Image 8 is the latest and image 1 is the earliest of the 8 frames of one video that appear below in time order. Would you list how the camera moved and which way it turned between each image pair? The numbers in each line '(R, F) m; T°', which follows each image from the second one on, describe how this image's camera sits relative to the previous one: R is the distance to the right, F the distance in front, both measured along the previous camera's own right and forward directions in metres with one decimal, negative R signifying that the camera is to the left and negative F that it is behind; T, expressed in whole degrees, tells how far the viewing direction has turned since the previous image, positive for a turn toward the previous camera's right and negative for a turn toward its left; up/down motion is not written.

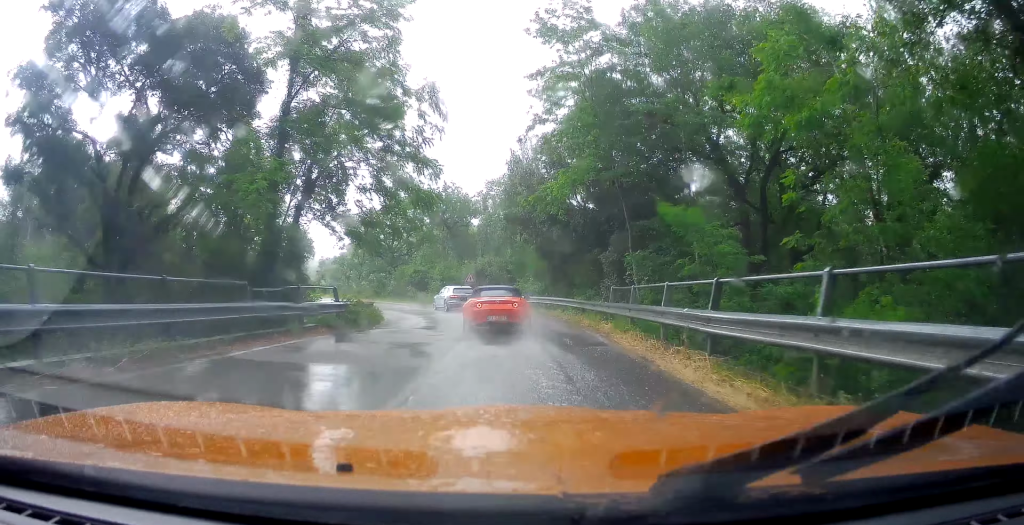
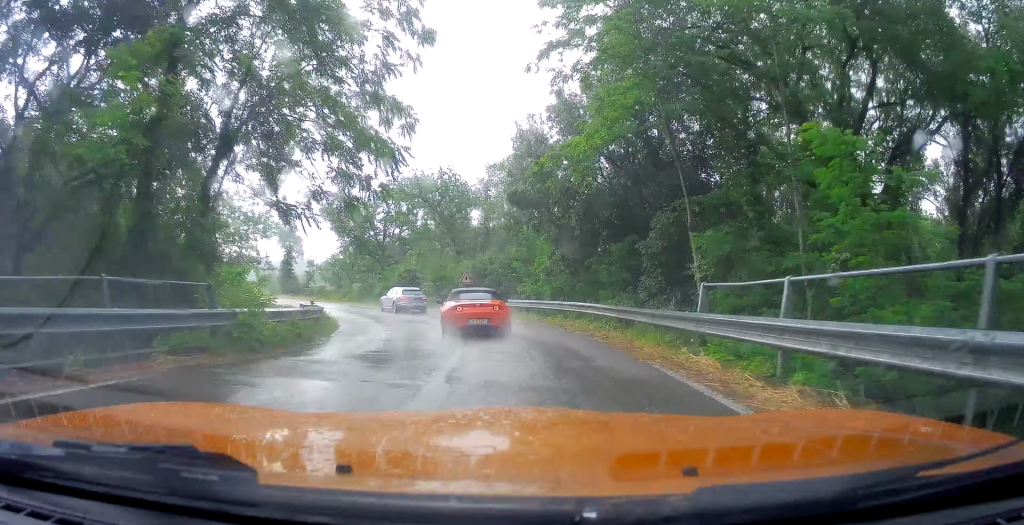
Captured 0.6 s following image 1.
(+1.1, +7.5) m; +1°
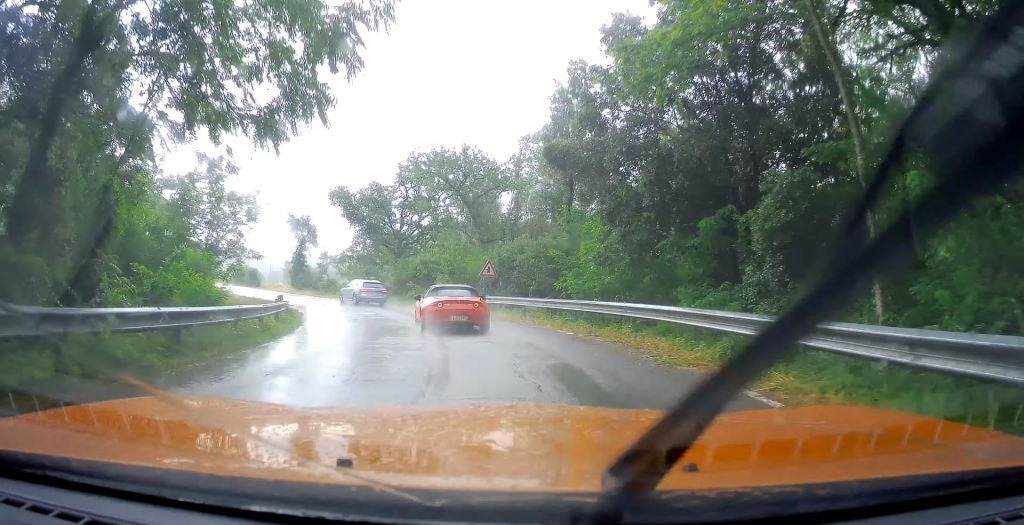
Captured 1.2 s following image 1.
(-0.2, +7.6) m; -6°
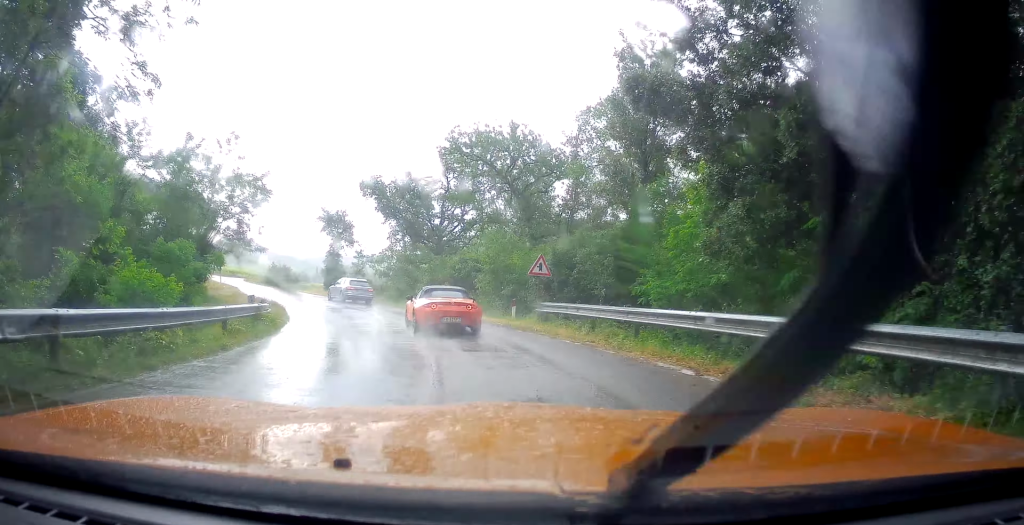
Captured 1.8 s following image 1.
(0.0, +6.7) m; -9°
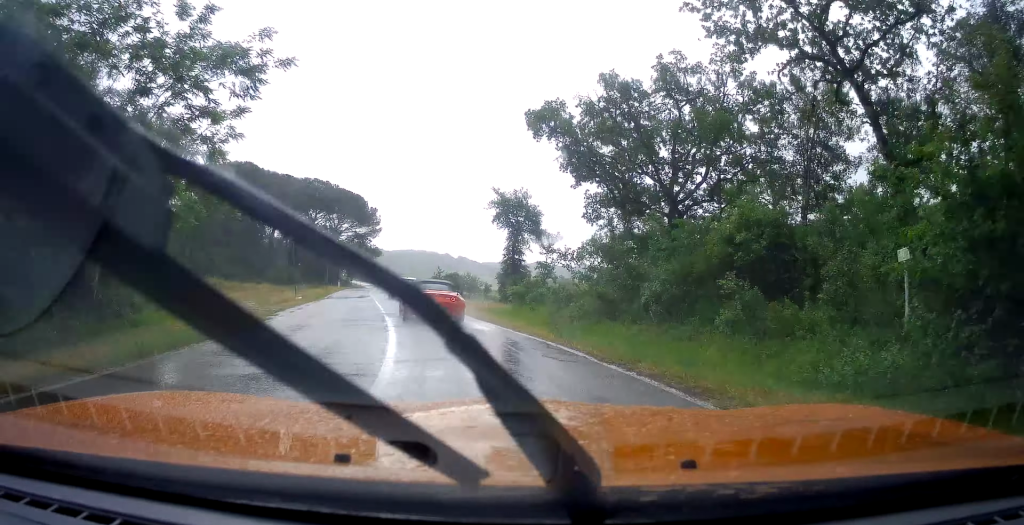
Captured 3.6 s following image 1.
(-5.2, +22.0) m; -22°
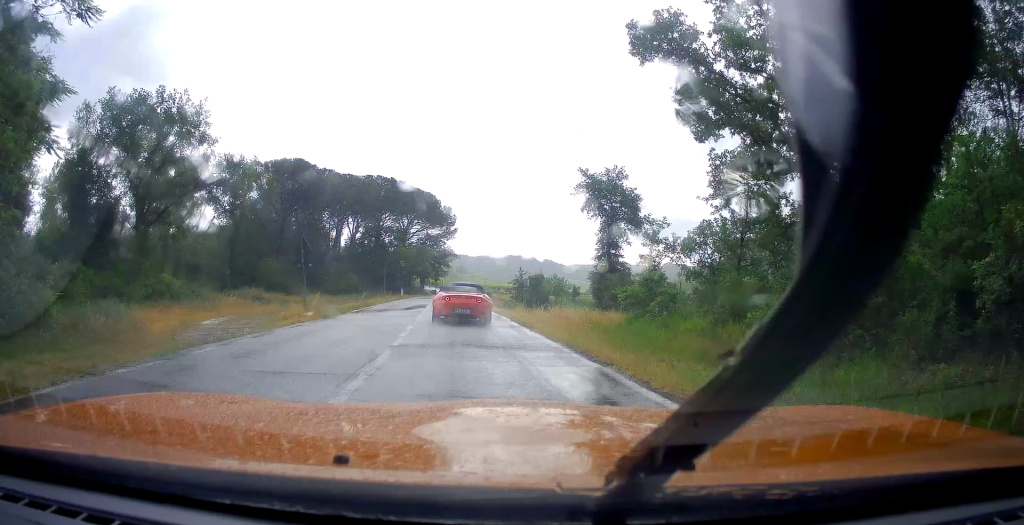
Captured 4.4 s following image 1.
(-0.9, +10.1) m; -6°
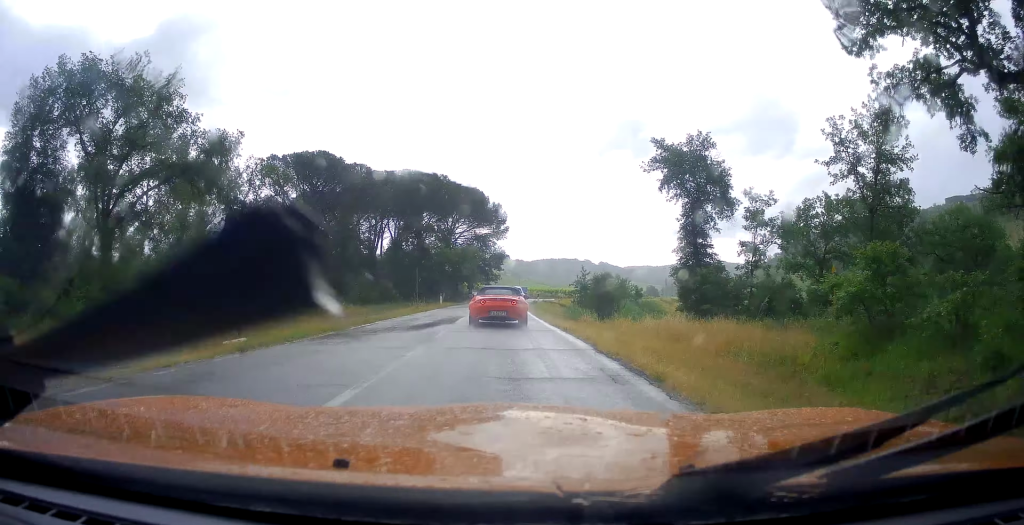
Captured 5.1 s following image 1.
(-0.5, +9.2) m; -3°
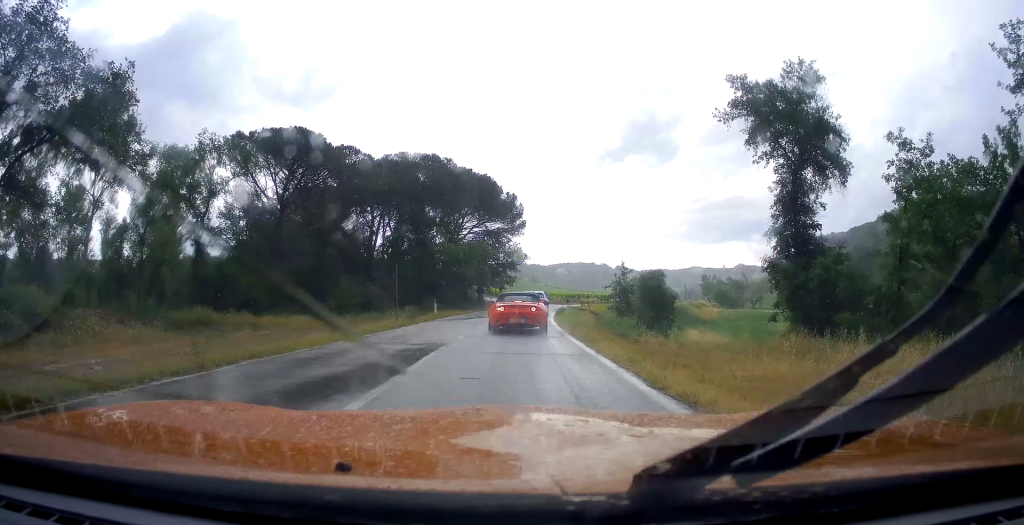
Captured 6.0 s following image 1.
(-0.1, +12.9) m; -1°
